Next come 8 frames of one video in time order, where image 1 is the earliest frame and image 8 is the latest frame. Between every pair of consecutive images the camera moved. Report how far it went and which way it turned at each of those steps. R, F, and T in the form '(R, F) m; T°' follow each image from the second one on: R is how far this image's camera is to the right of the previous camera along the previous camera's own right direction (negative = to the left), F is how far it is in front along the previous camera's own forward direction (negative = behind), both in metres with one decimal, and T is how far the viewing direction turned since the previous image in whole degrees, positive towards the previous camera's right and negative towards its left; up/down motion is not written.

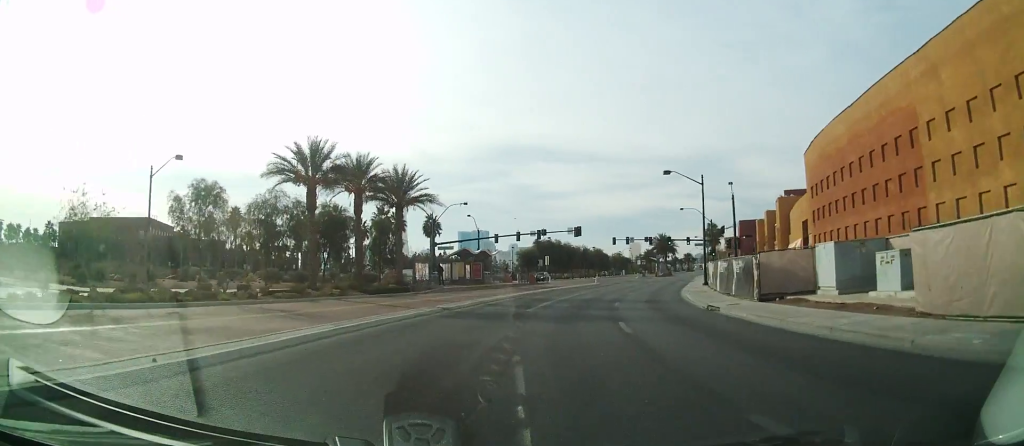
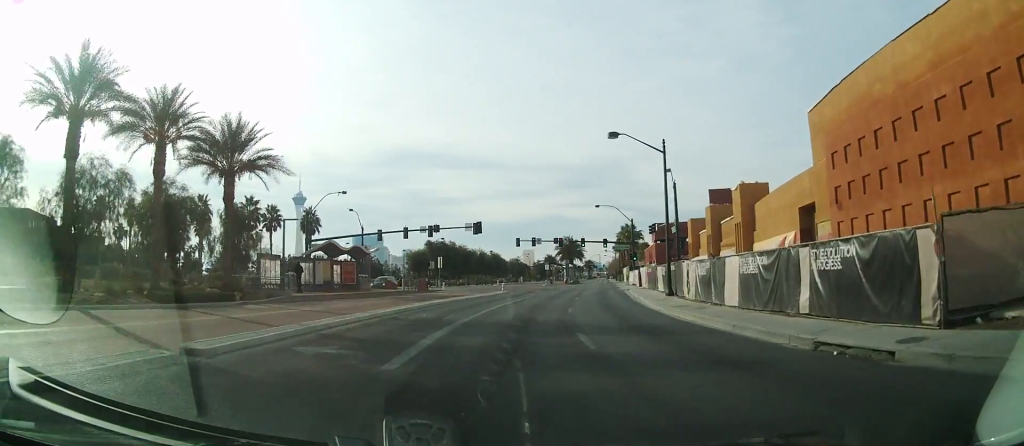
(+0.9, +15.6) m; +9°
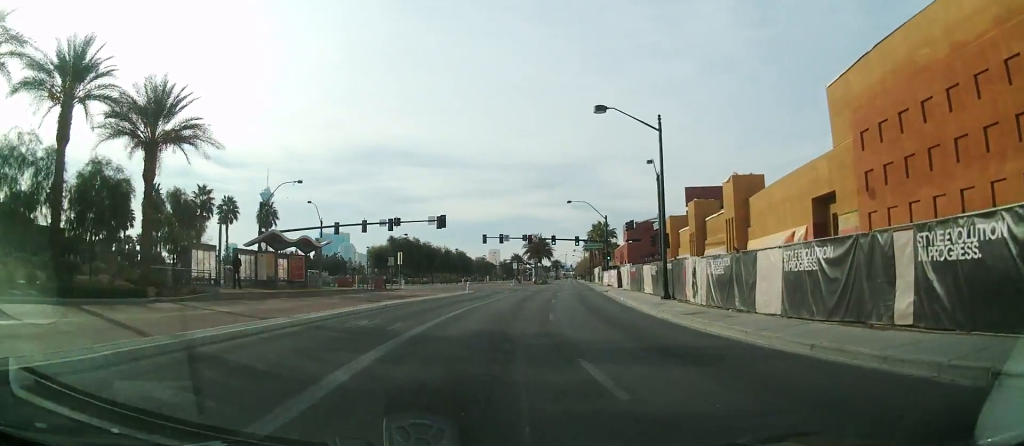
(-0.1, +5.5) m; +4°
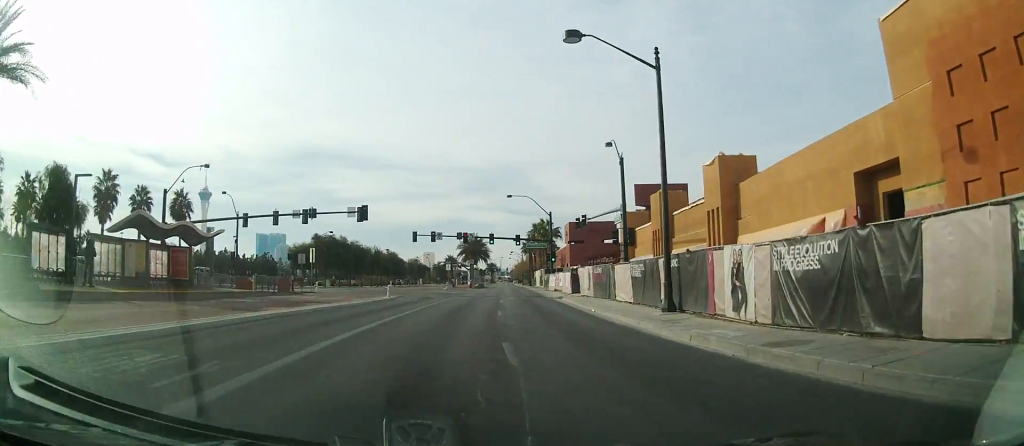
(+1.0, +9.7) m; +8°
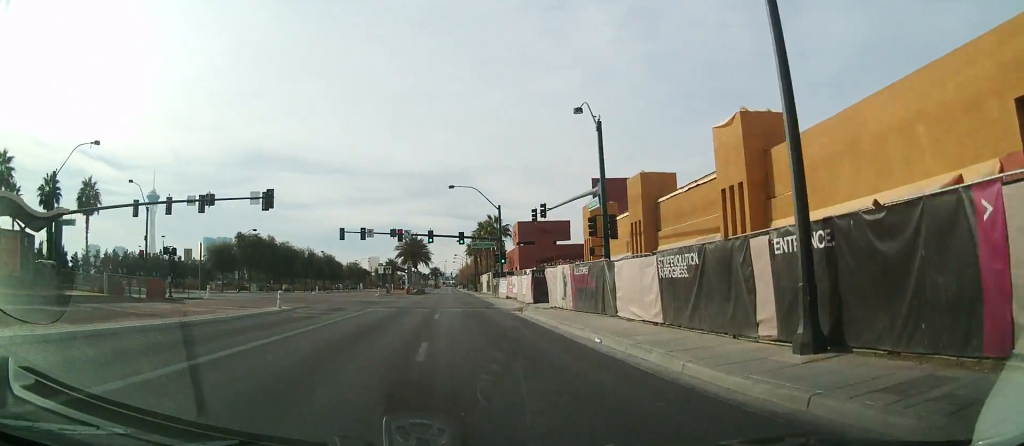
(+0.8, +11.6) m; +3°
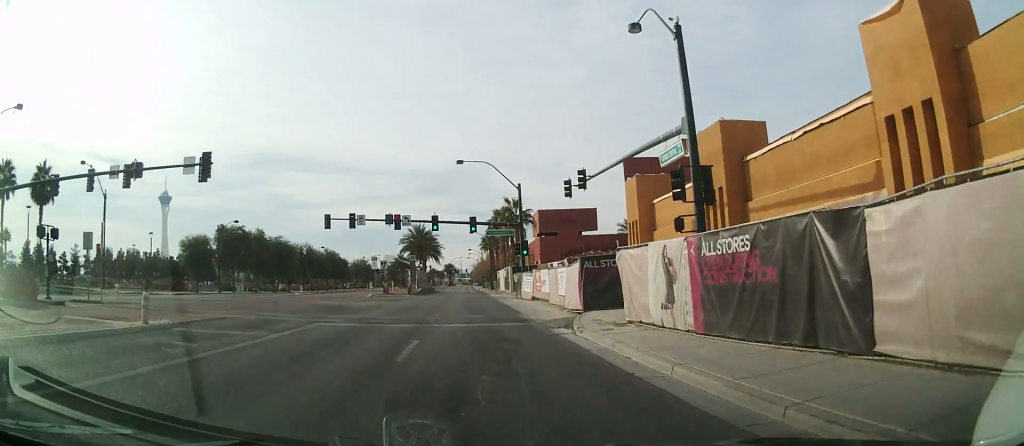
(-0.1, +12.4) m; -1°
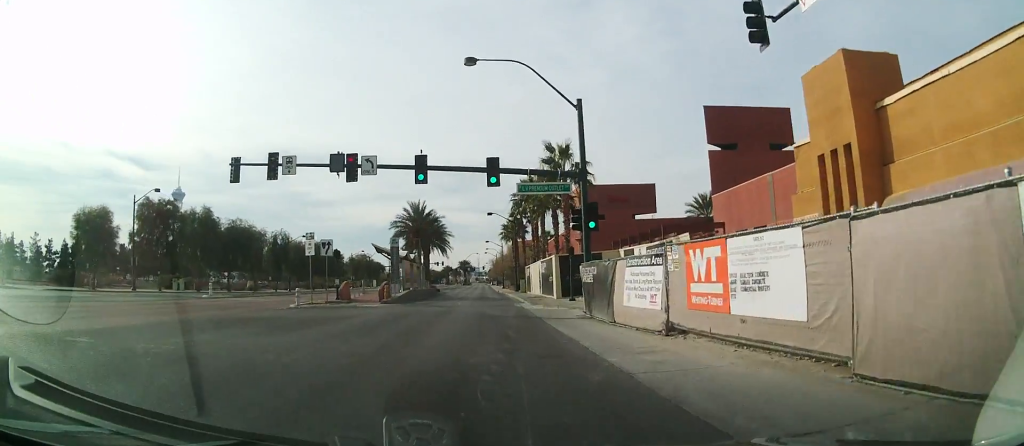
(-0.4, +25.9) m; -2°
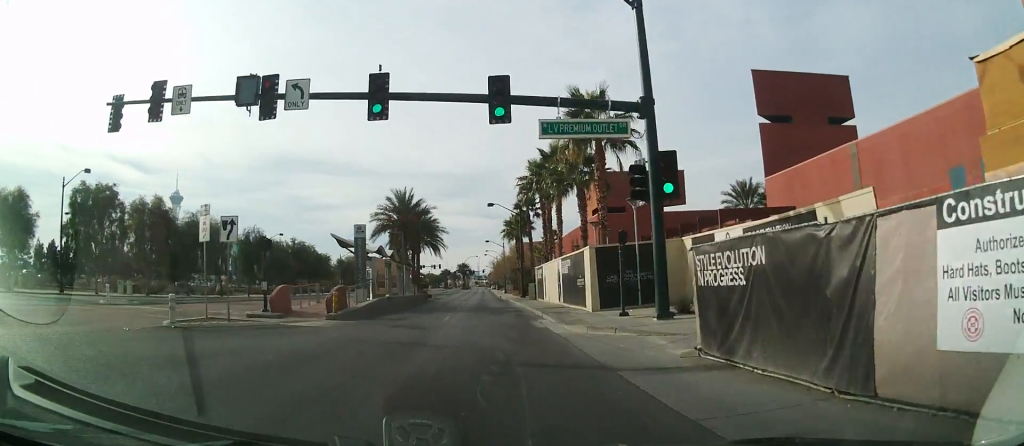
(0.0, +12.1) m; 0°
